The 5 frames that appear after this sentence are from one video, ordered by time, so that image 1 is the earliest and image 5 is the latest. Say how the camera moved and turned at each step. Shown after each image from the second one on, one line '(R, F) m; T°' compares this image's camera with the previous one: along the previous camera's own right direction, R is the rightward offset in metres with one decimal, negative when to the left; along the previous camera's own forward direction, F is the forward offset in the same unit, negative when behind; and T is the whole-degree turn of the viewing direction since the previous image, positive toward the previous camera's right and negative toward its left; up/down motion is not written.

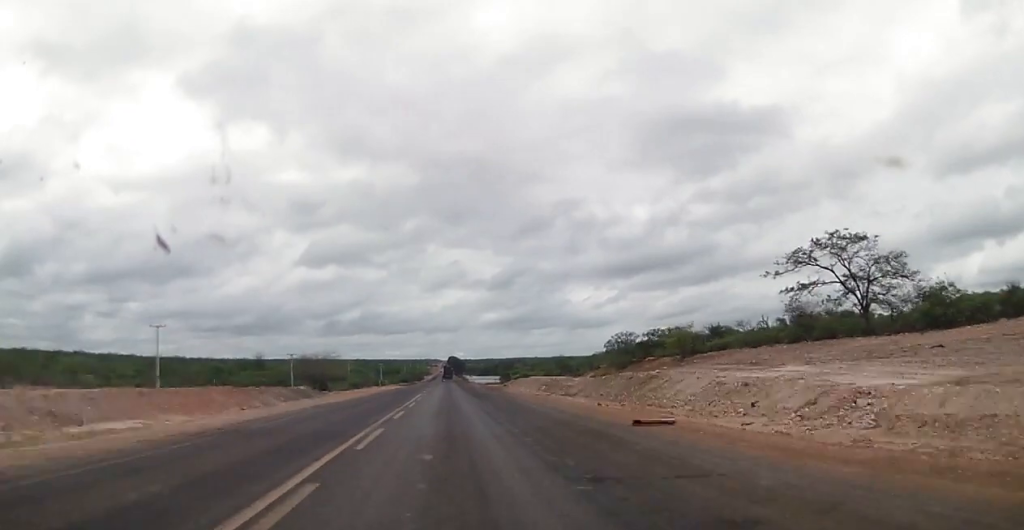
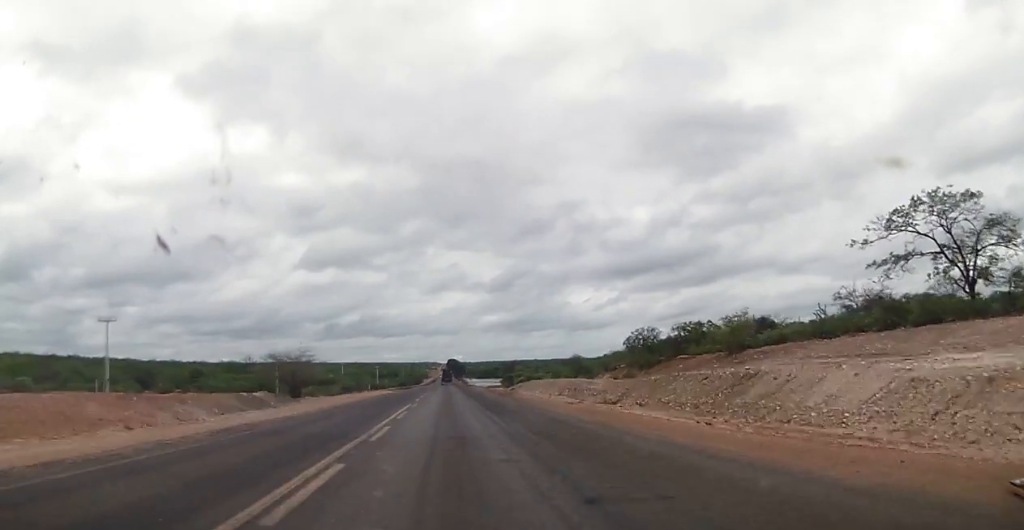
(+0.1, +14.3) m; 0°
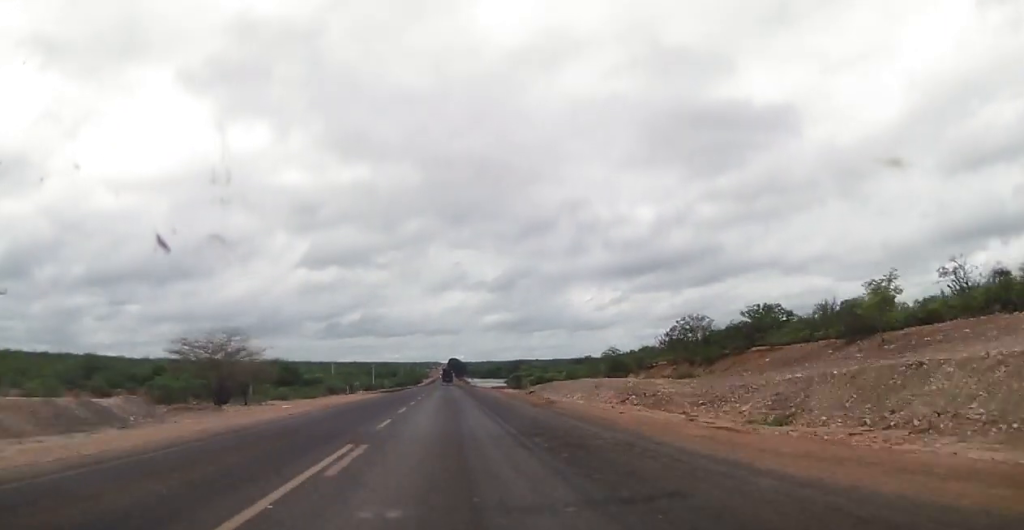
(-0.3, +21.8) m; 0°
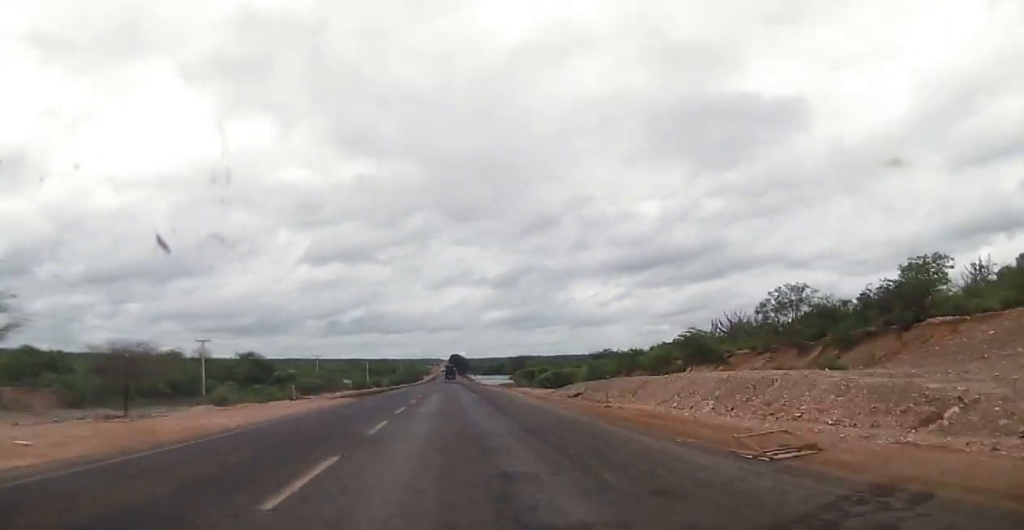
(+0.4, +27.0) m; 0°
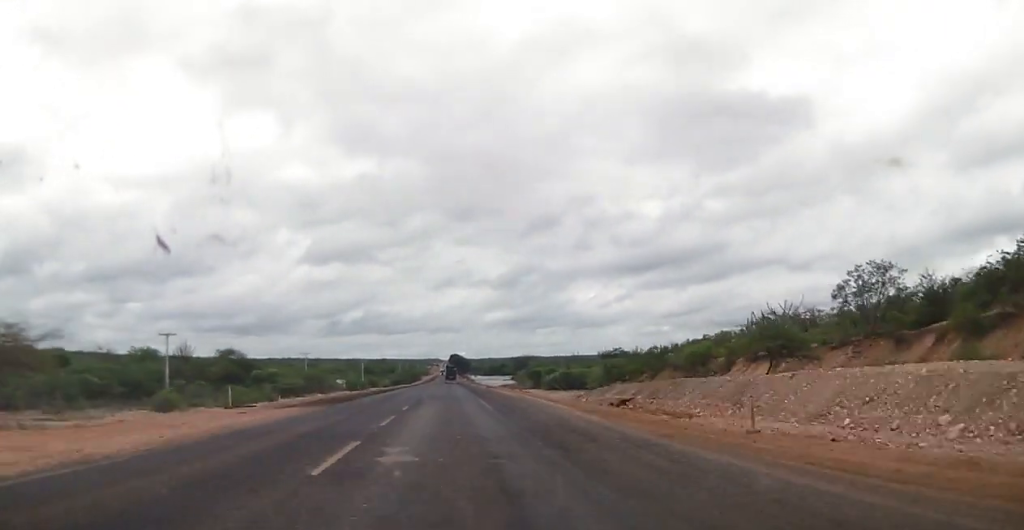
(-0.3, +14.3) m; 0°
